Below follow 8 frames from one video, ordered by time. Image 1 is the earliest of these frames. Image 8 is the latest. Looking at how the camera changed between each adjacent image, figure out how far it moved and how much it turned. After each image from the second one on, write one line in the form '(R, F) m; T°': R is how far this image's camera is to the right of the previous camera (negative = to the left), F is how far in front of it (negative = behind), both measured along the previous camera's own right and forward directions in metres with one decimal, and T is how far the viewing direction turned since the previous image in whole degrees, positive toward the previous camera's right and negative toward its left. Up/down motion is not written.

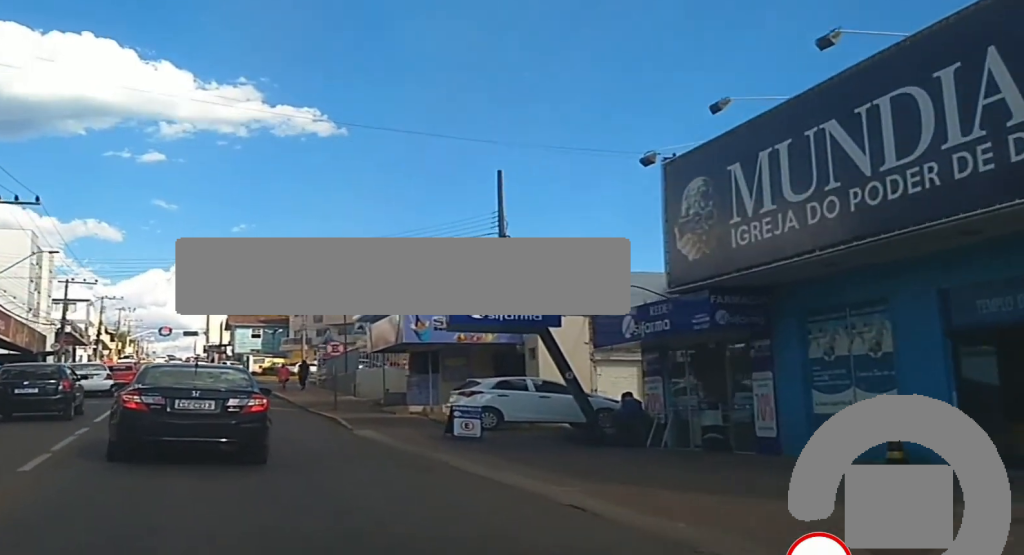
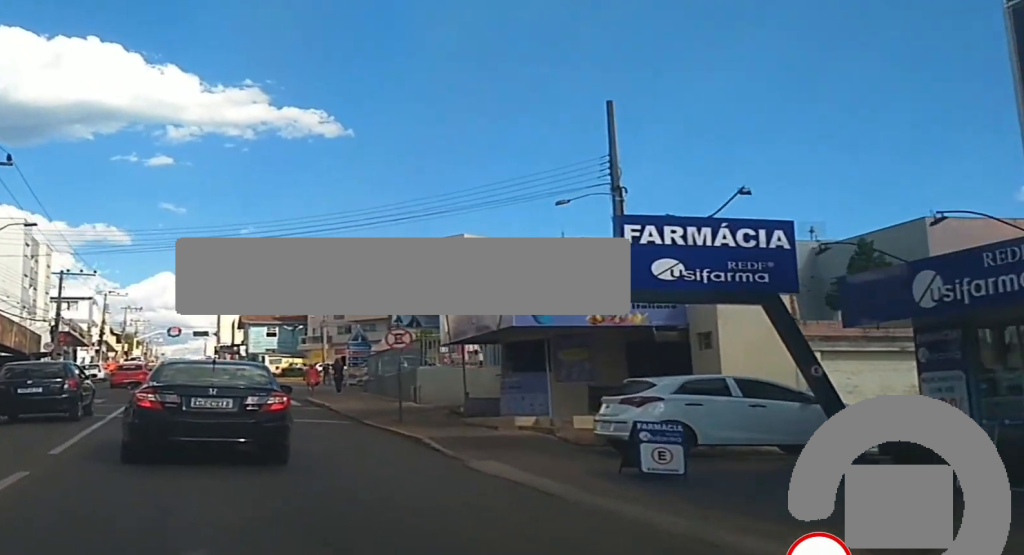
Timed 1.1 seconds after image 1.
(+0.2, +8.7) m; +2°
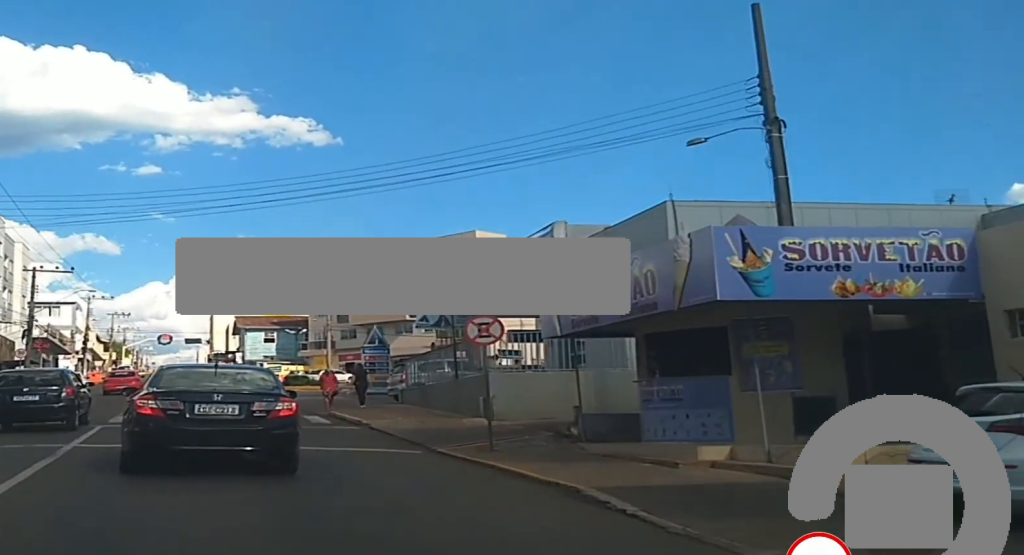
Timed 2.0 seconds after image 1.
(+0.1, +7.5) m; 0°
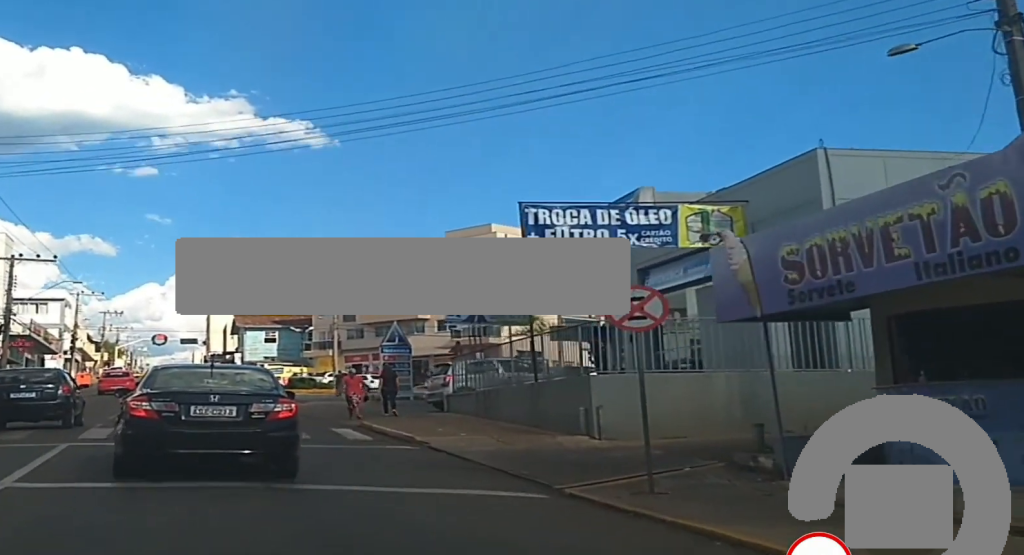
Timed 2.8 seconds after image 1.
(-0.1, +5.8) m; -1°
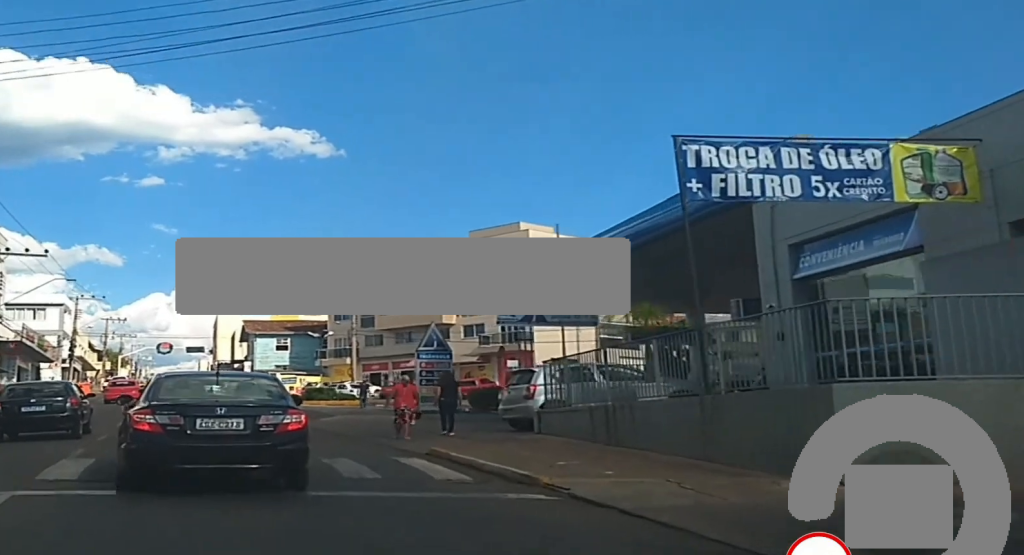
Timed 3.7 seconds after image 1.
(0.0, +6.1) m; 0°
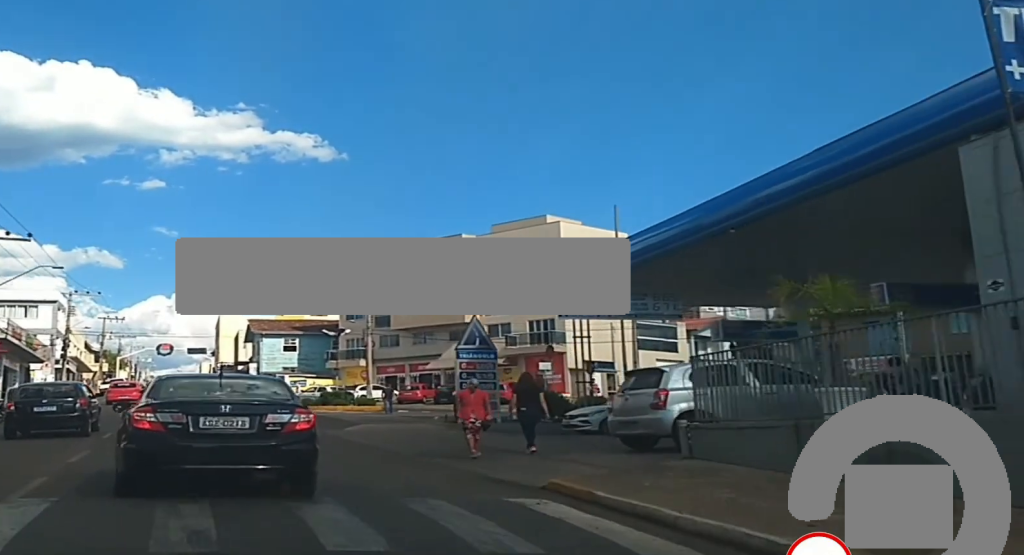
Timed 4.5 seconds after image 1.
(0.0, +5.3) m; -1°
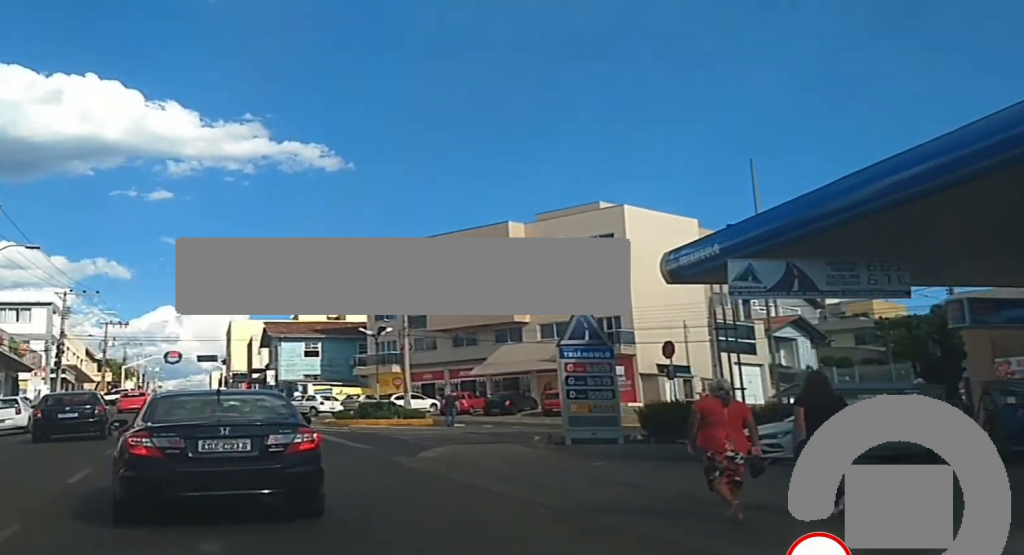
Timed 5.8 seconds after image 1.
(-0.1, +9.3) m; 0°
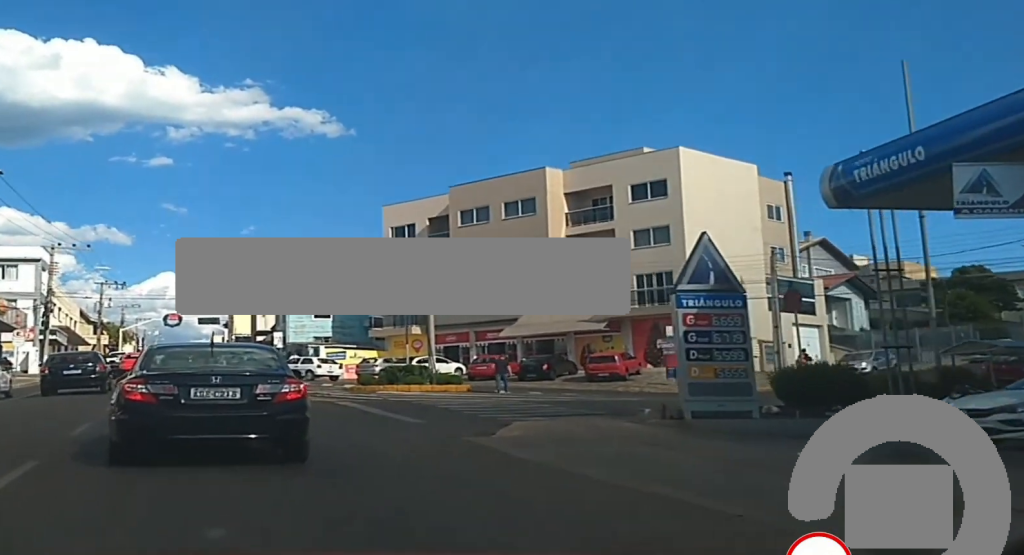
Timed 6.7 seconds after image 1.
(+0.1, +6.5) m; 0°
